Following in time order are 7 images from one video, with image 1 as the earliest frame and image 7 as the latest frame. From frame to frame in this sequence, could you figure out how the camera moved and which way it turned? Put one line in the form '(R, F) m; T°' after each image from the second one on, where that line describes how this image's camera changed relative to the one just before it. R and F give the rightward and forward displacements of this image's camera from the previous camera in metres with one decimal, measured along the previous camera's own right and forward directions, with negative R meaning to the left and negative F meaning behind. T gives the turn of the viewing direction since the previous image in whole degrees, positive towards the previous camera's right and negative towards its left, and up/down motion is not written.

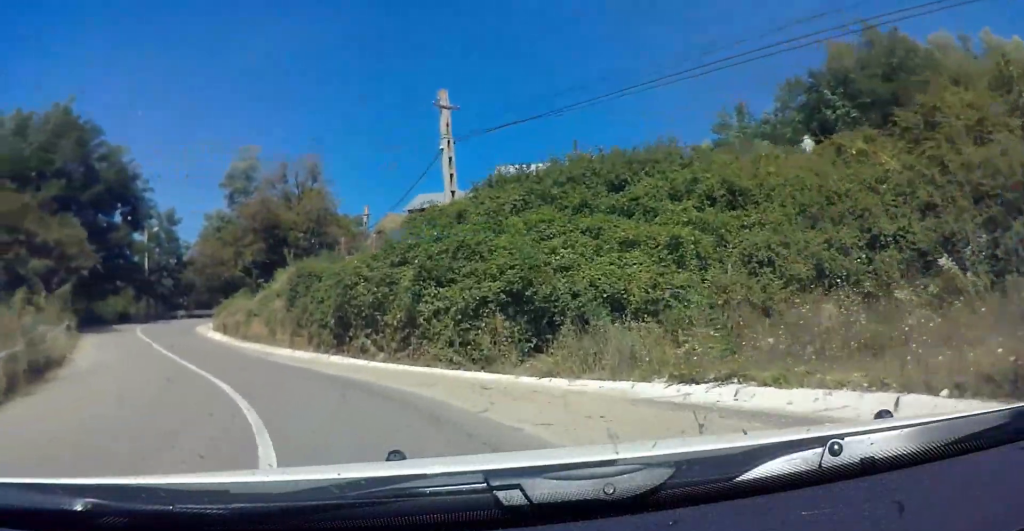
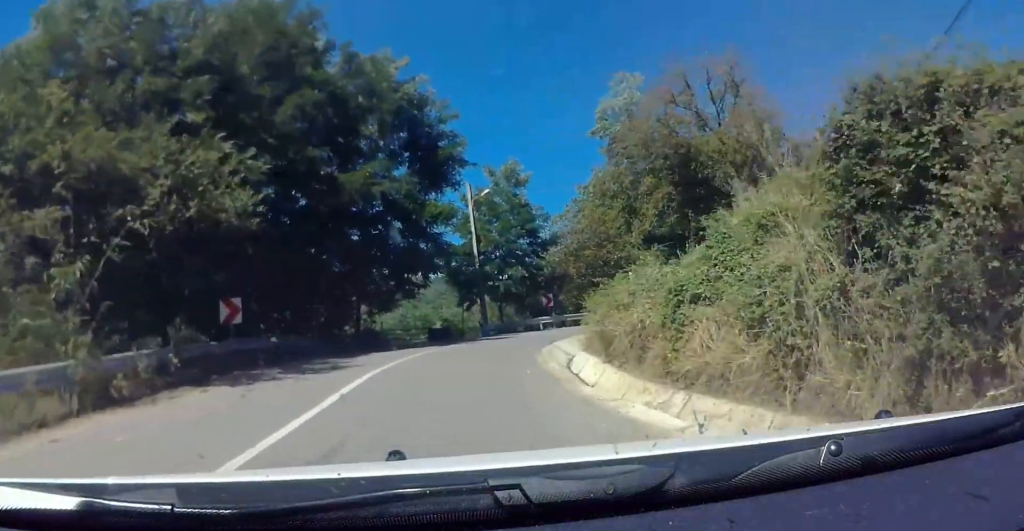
(-7.8, +21.8) m; -24°
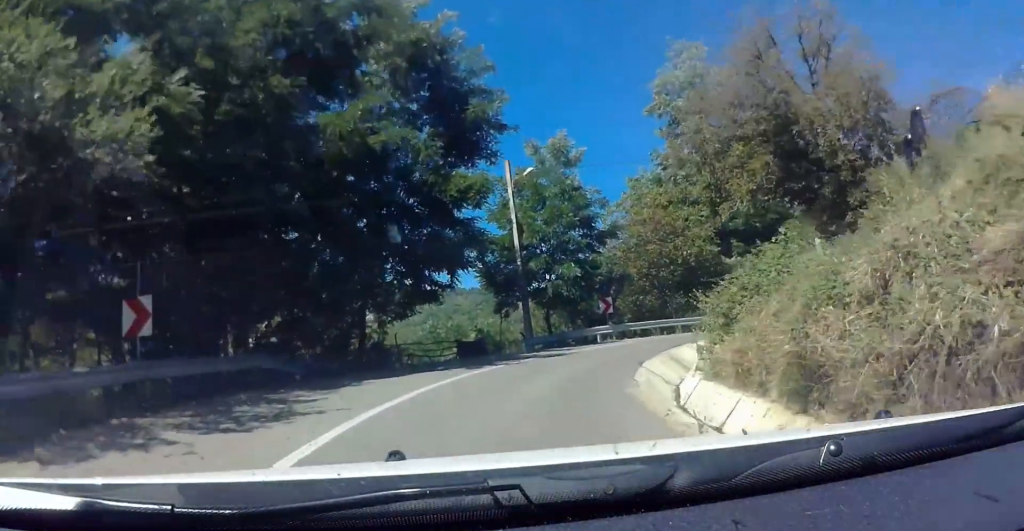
(-0.2, +7.0) m; +2°
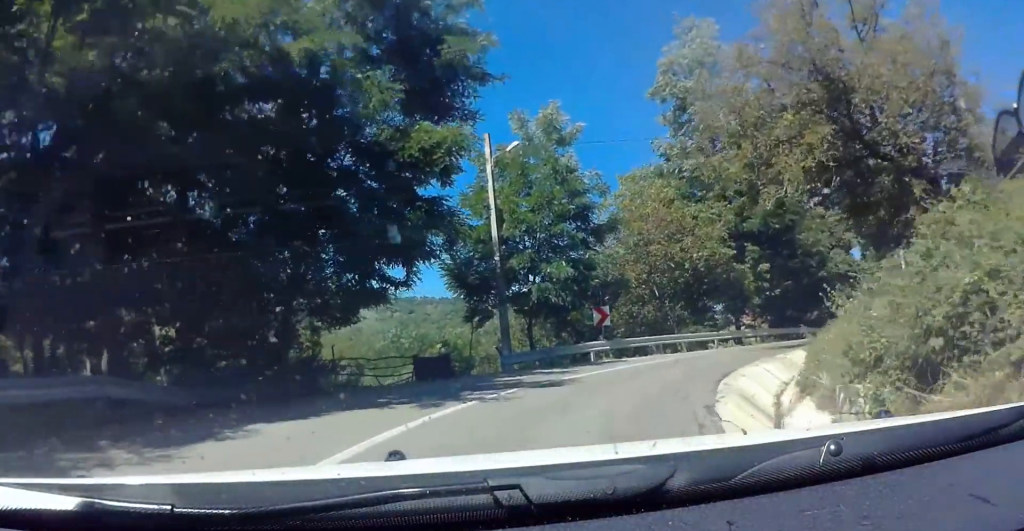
(-0.5, +6.2) m; +4°
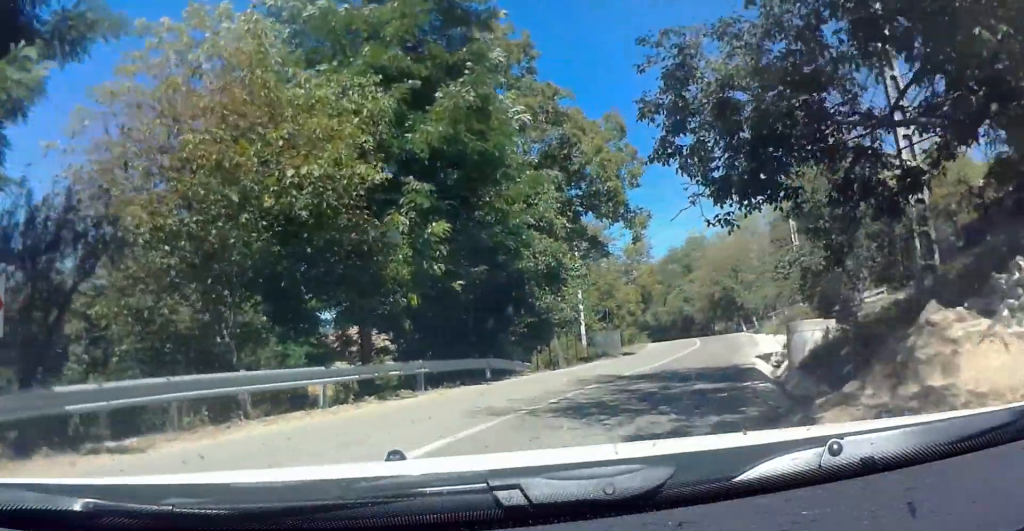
(+3.9, +17.4) m; +17°
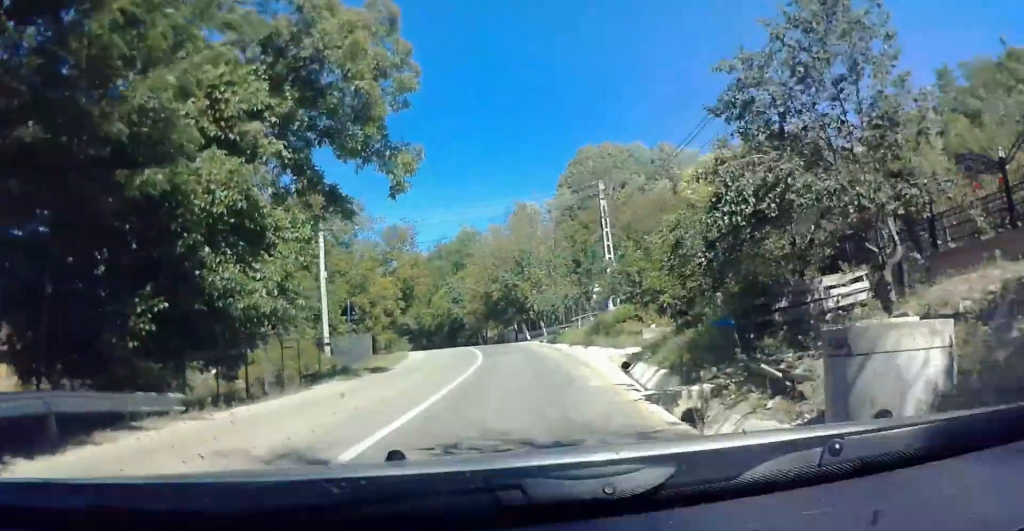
(+0.8, +10.9) m; +12°
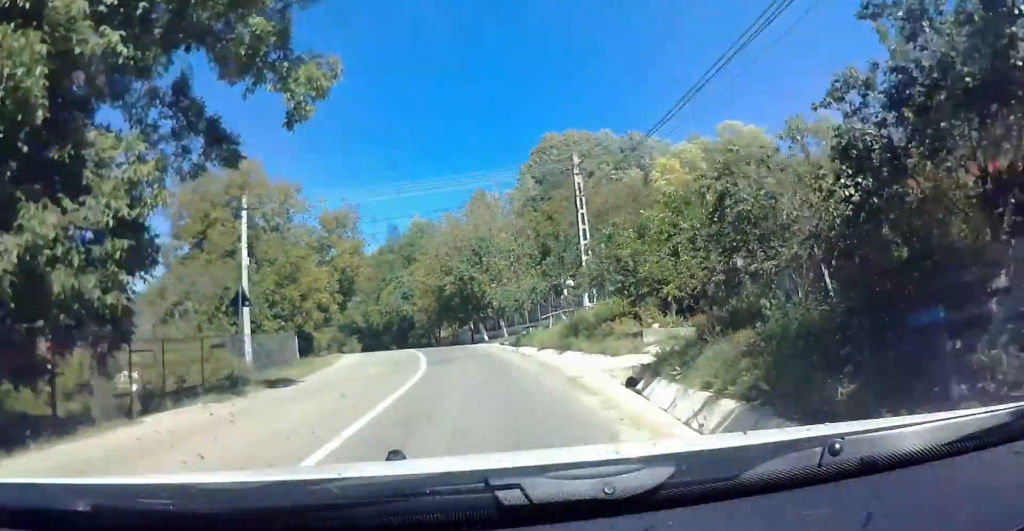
(+0.6, +6.4) m; +7°
